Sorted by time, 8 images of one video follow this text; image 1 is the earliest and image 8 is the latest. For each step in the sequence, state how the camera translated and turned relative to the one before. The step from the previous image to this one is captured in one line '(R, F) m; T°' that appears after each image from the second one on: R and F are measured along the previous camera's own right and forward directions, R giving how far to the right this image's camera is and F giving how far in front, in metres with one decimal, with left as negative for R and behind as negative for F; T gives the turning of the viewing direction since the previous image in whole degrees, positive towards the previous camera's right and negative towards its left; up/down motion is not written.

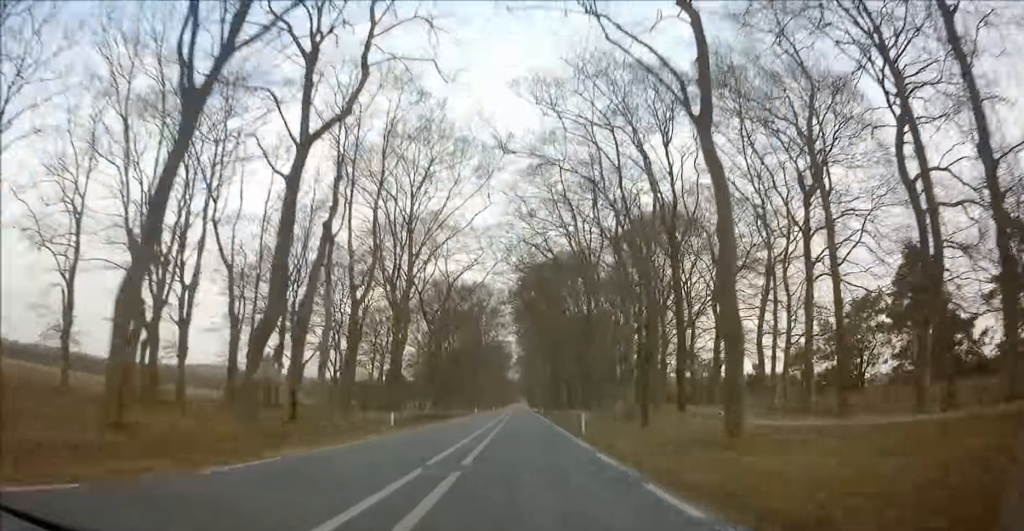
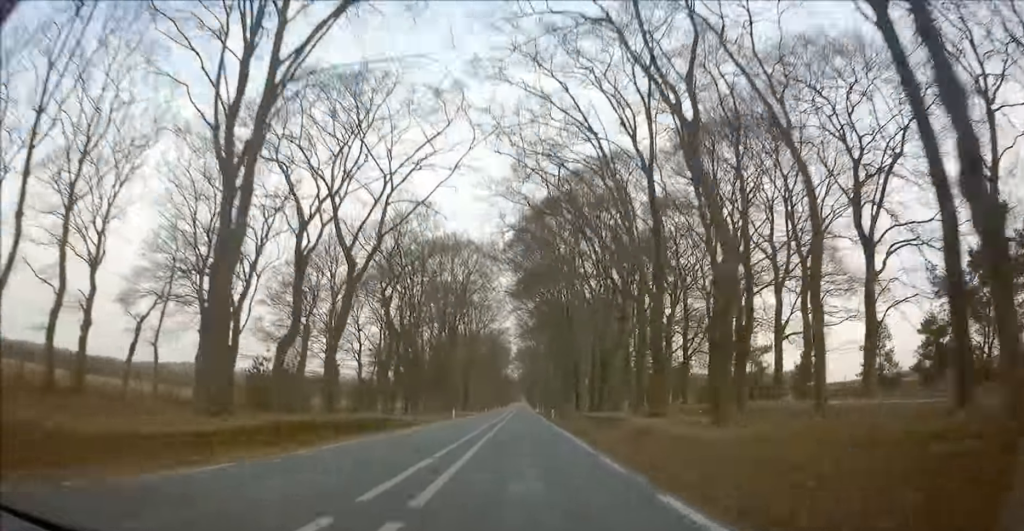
(+0.1, +25.7) m; 0°
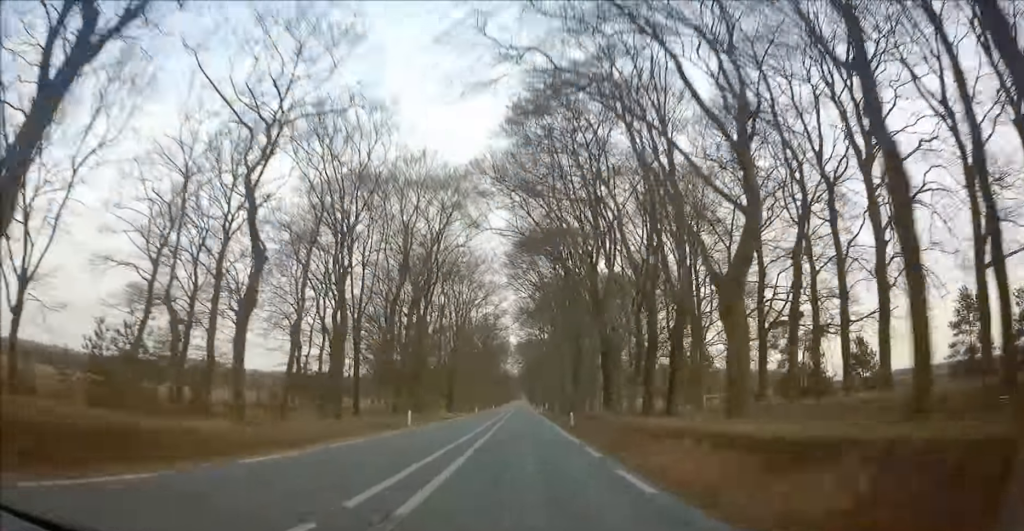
(+0.1, +20.9) m; 0°
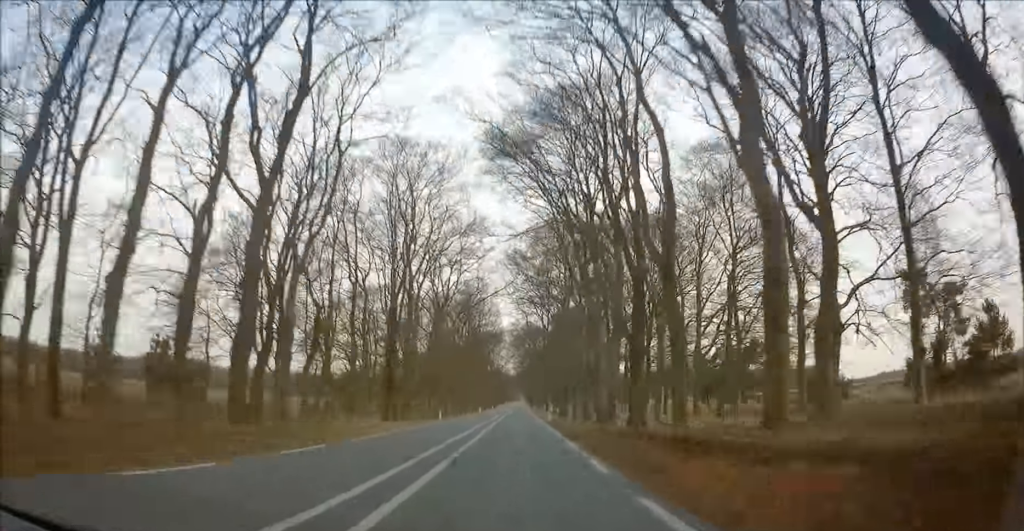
(+0.2, +33.8) m; 0°
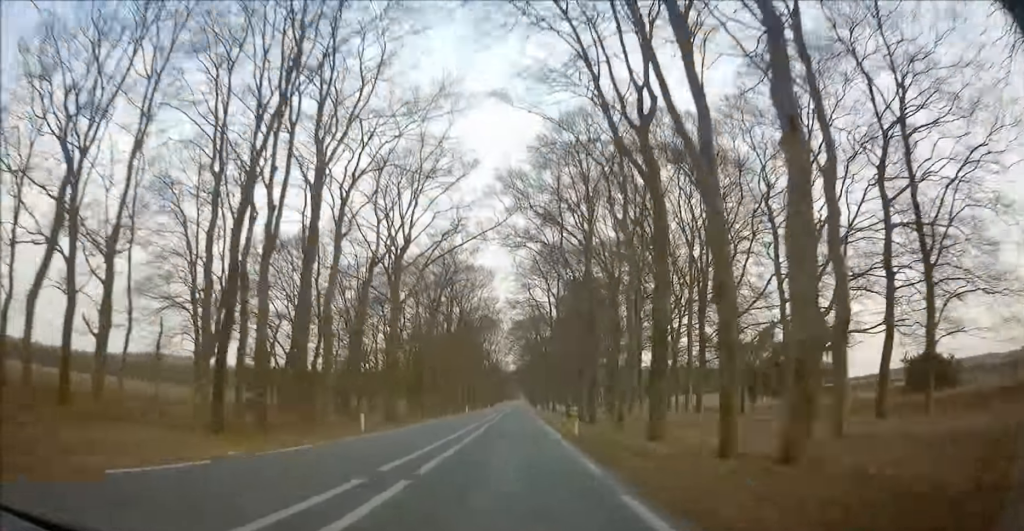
(+0.1, +24.1) m; 0°
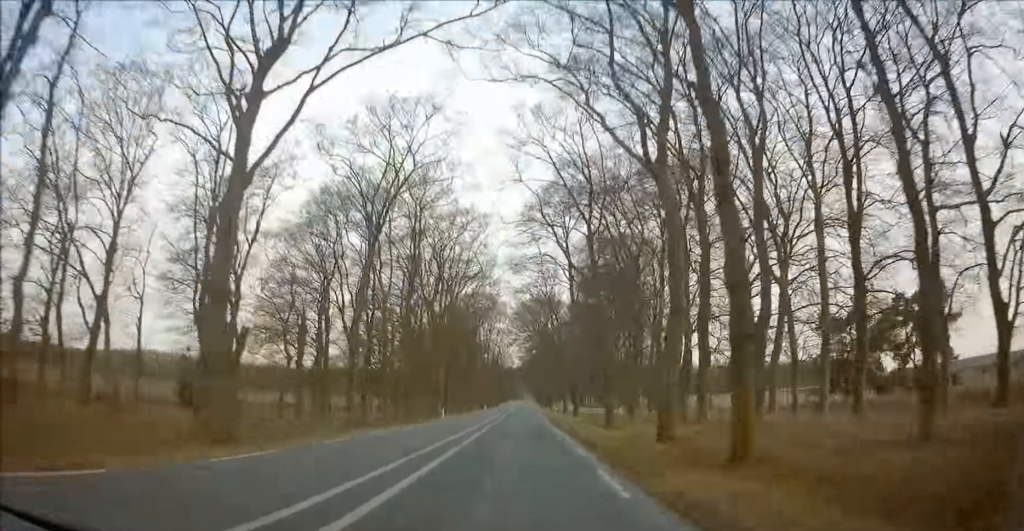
(-0.2, +27.3) m; -1°
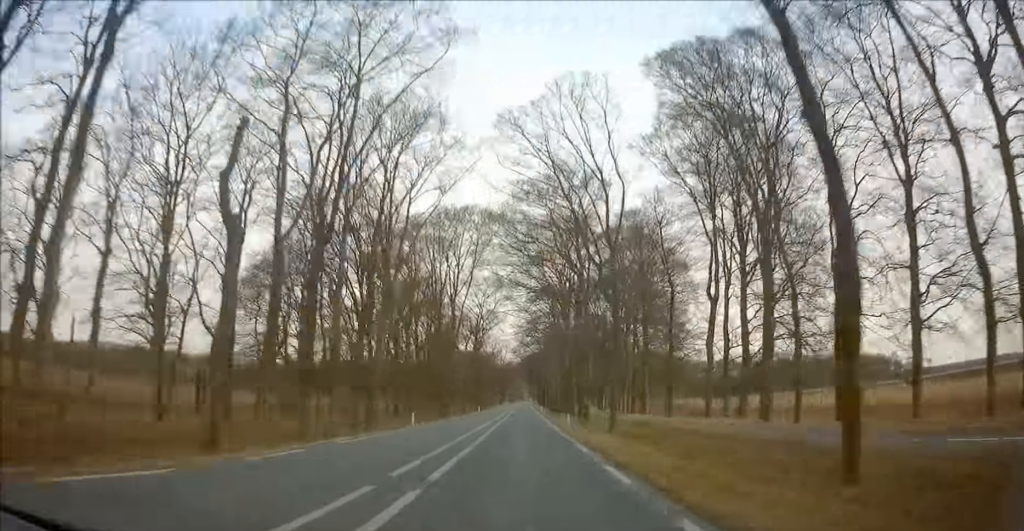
(-0.7, +65.8) m; -1°
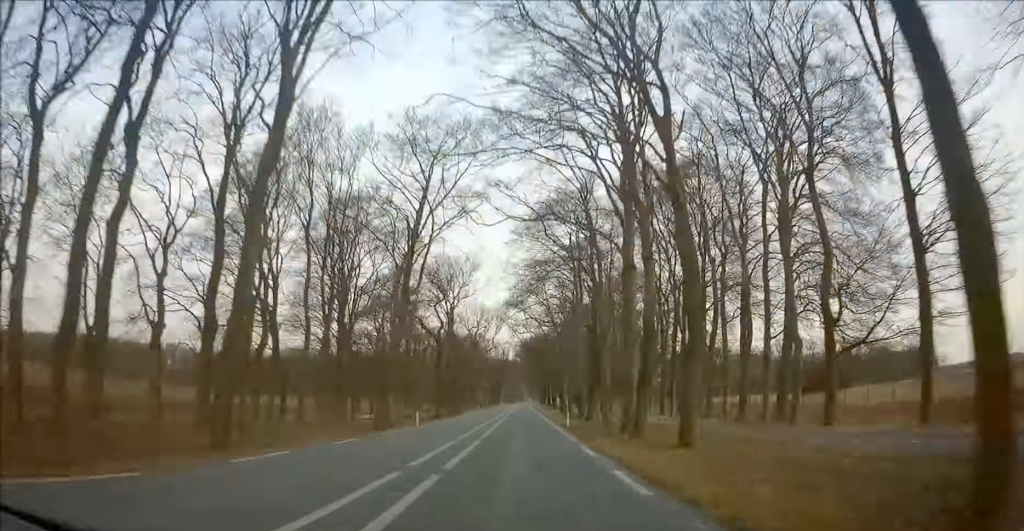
(-0.2, +49.6) m; 0°
